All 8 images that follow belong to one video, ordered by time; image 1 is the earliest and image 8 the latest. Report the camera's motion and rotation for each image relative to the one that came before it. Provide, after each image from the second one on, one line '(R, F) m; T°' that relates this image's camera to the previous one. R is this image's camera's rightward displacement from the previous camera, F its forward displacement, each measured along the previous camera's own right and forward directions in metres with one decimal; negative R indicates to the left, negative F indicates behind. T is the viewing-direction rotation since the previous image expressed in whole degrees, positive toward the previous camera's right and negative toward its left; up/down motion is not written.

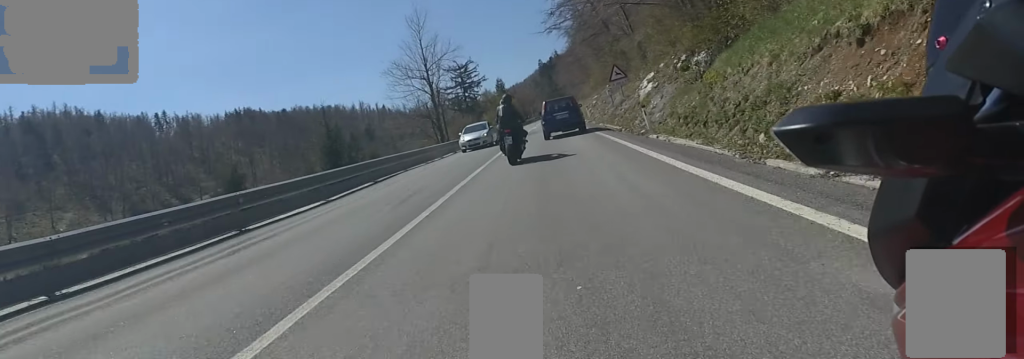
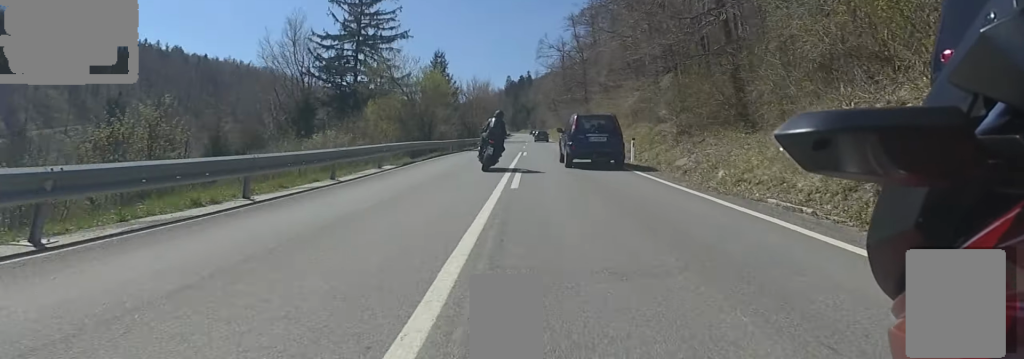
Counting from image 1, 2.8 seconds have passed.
(+3.6, +59.4) m; +6°
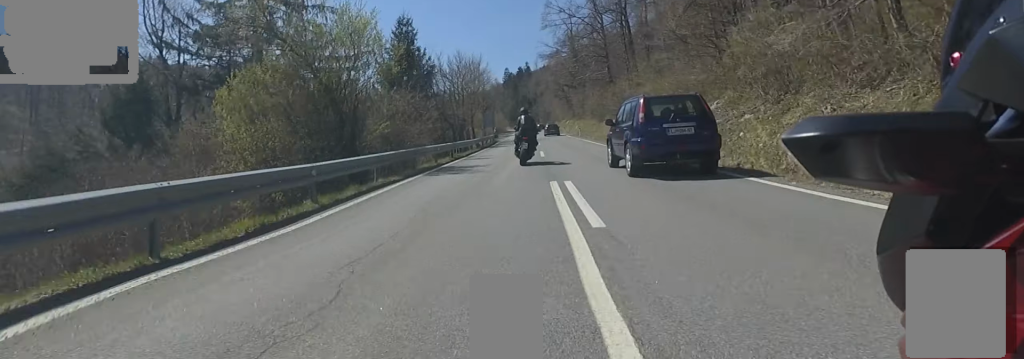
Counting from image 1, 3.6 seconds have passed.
(+0.4, +20.0) m; -2°
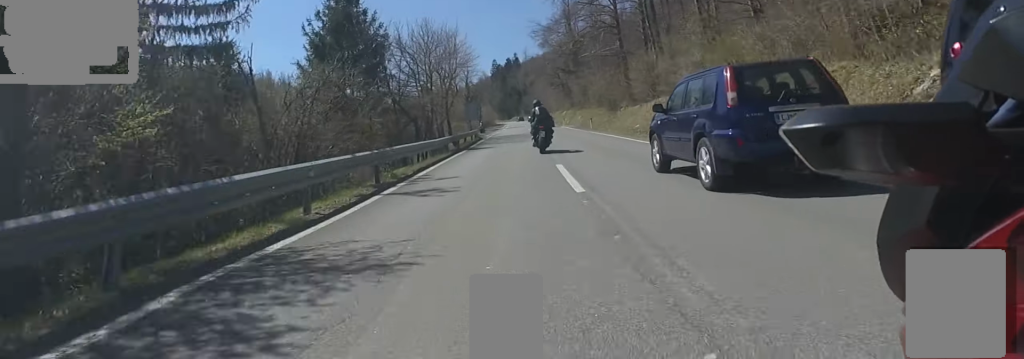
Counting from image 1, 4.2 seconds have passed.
(-0.2, +12.9) m; -1°
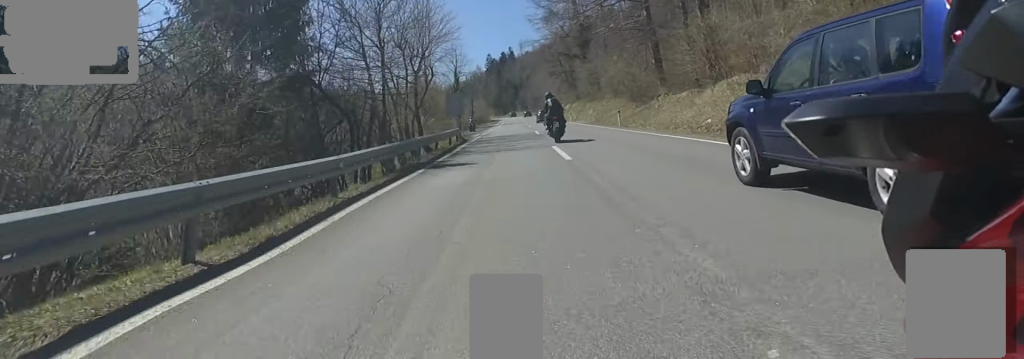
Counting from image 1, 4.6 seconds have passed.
(-0.7, +11.3) m; 0°
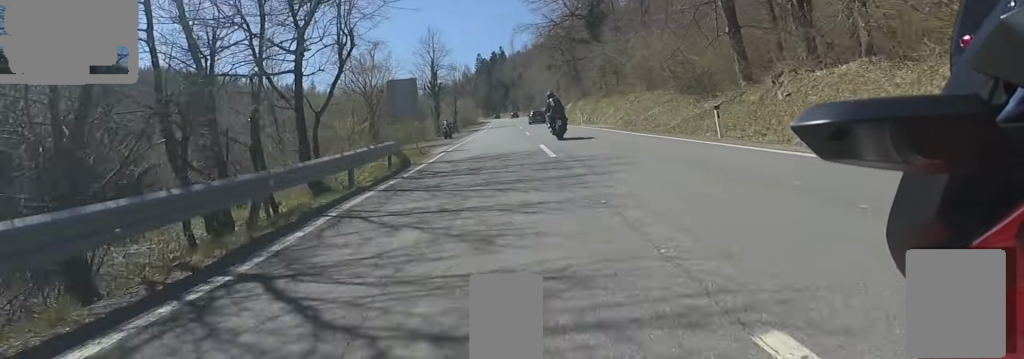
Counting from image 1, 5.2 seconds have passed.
(+0.1, +14.2) m; +2°
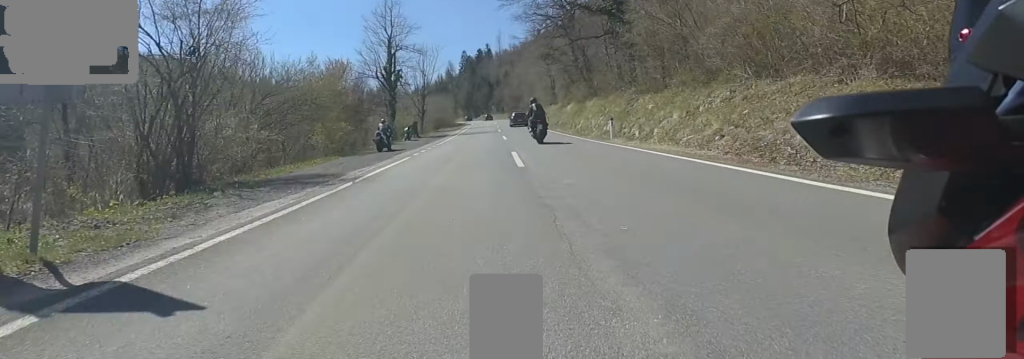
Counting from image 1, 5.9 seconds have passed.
(+0.5, +16.3) m; +3°
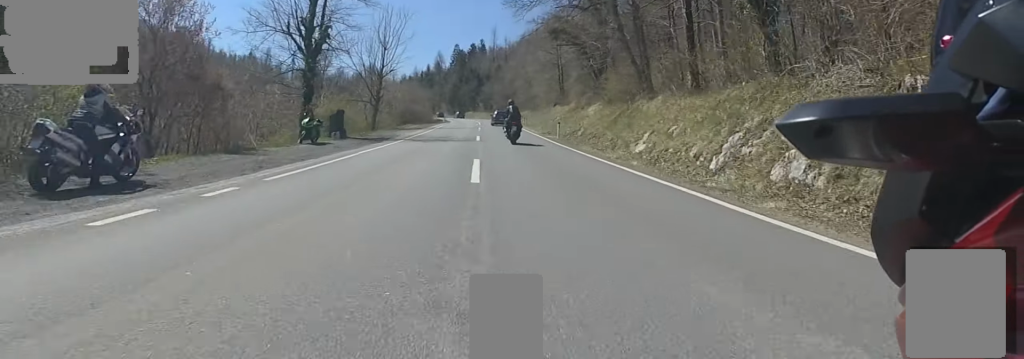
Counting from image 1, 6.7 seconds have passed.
(+0.5, +17.8) m; 0°
